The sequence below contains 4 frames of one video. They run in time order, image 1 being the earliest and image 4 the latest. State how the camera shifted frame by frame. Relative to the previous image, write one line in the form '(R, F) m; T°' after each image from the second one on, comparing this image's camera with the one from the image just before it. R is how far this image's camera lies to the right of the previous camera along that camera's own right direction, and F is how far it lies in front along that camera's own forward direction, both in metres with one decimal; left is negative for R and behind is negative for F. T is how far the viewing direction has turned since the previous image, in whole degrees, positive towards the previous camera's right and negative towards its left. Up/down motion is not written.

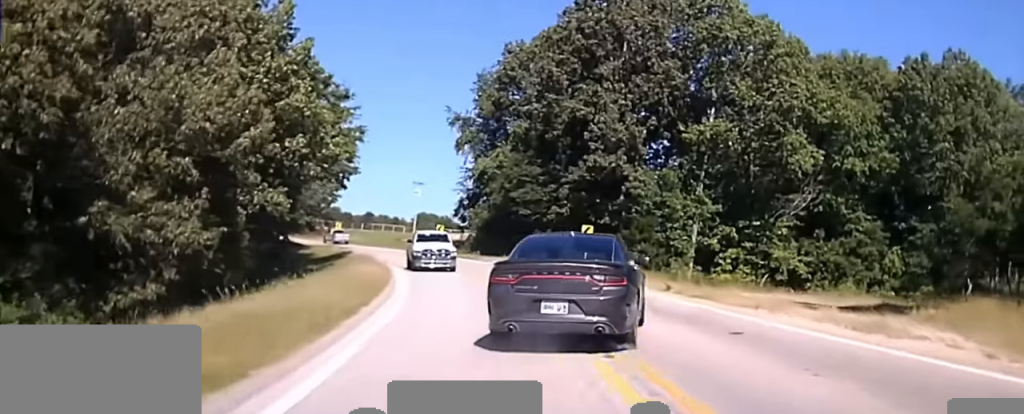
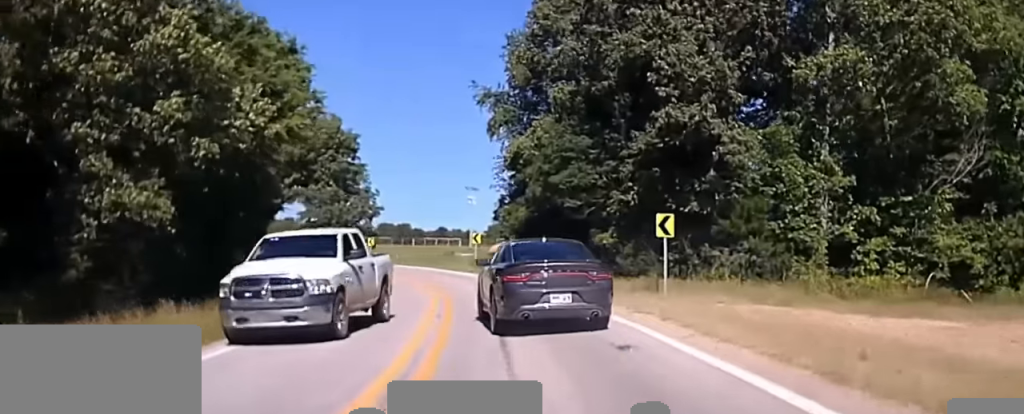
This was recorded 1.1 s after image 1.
(+0.4, +15.2) m; -2°
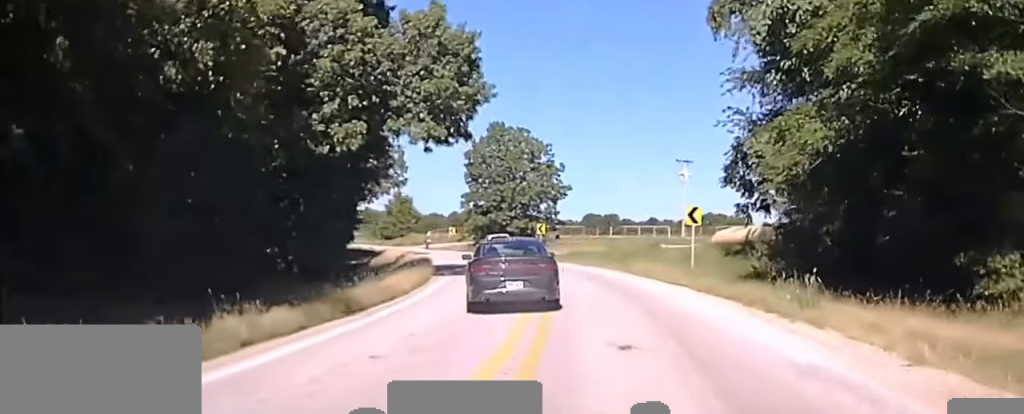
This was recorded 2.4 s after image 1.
(-2.0, +25.0) m; -11°
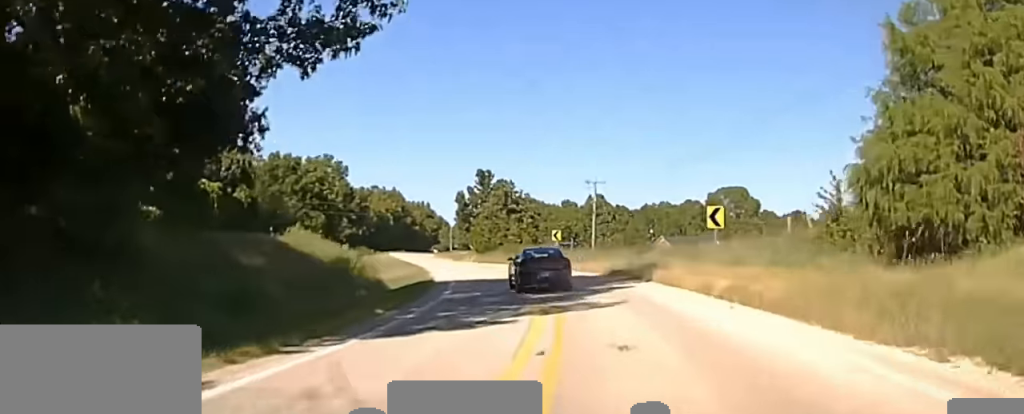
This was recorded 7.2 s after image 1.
(-37.0, +123.3) m; -32°
